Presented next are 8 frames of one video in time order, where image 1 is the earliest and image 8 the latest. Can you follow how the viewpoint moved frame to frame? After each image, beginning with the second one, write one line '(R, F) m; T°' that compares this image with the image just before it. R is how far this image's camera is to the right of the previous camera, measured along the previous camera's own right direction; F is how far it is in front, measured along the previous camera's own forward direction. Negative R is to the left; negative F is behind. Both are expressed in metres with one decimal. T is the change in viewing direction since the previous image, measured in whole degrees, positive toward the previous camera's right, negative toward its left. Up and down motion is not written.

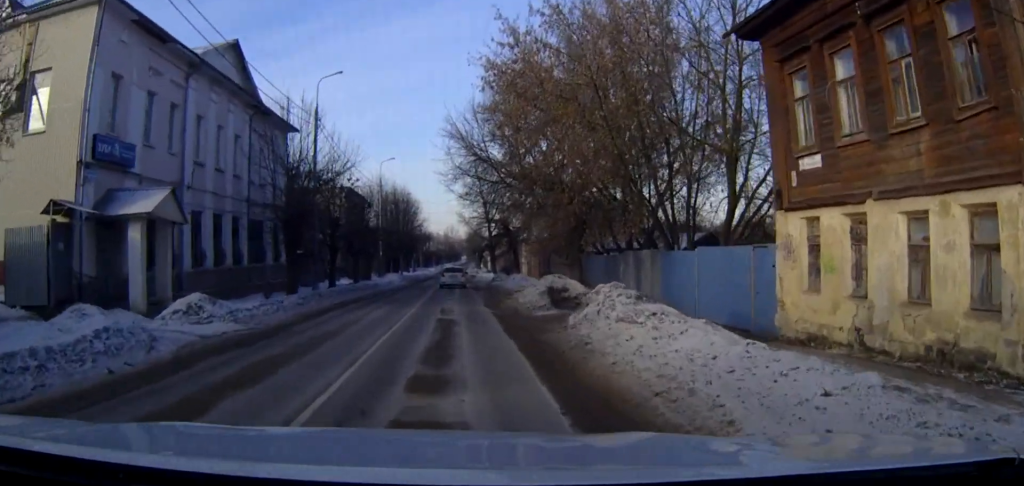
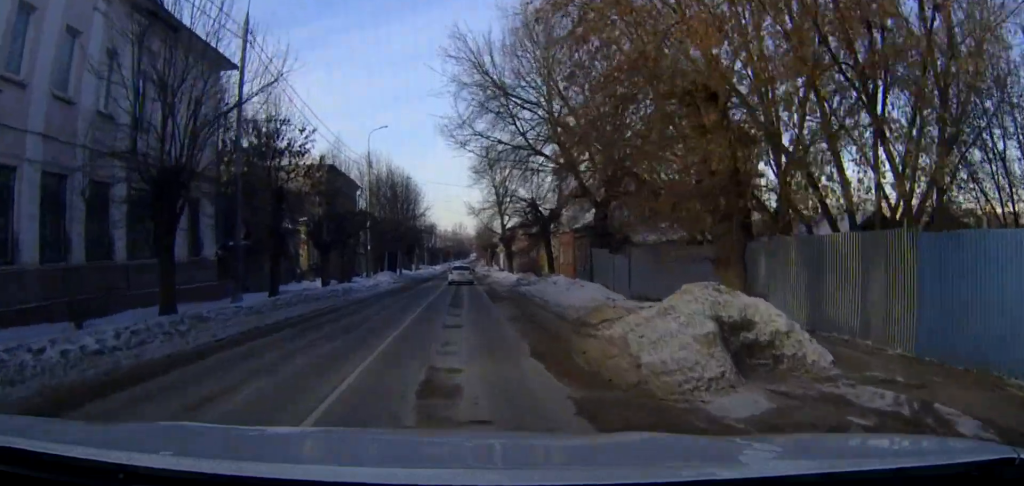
(-0.1, +15.0) m; -1°
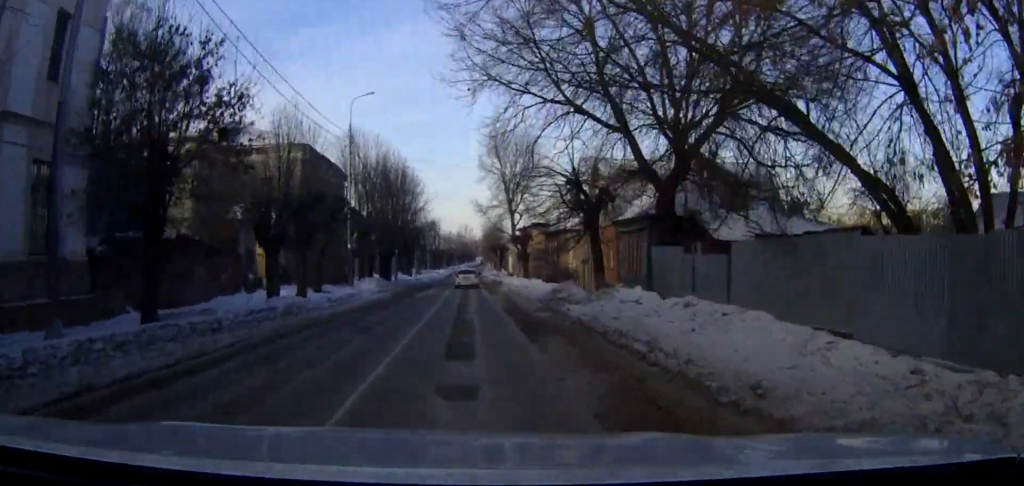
(-0.1, +12.0) m; 0°
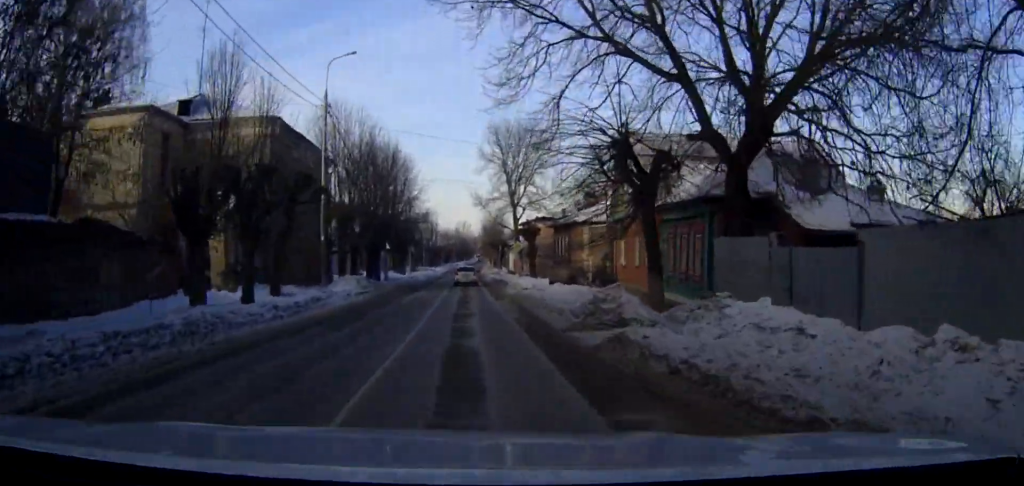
(0.0, +7.7) m; 0°
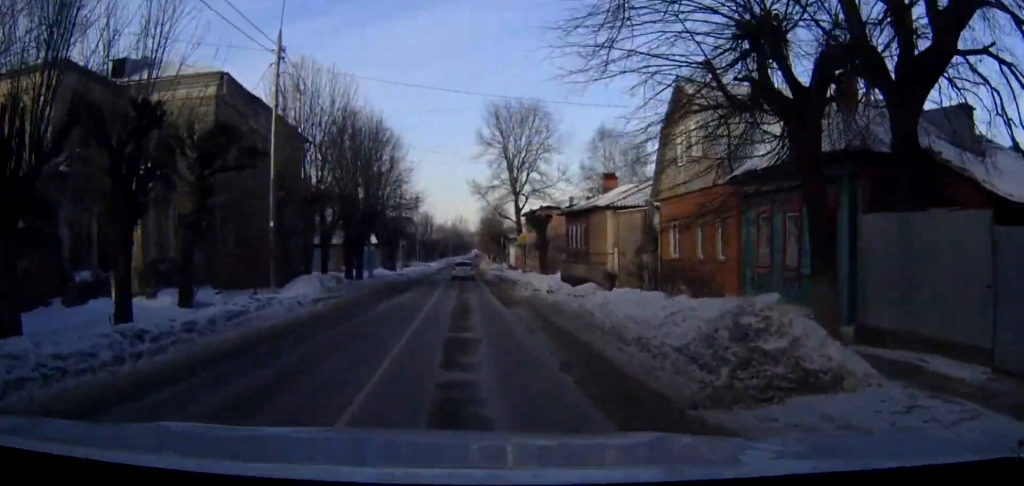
(+0.1, +8.8) m; 0°
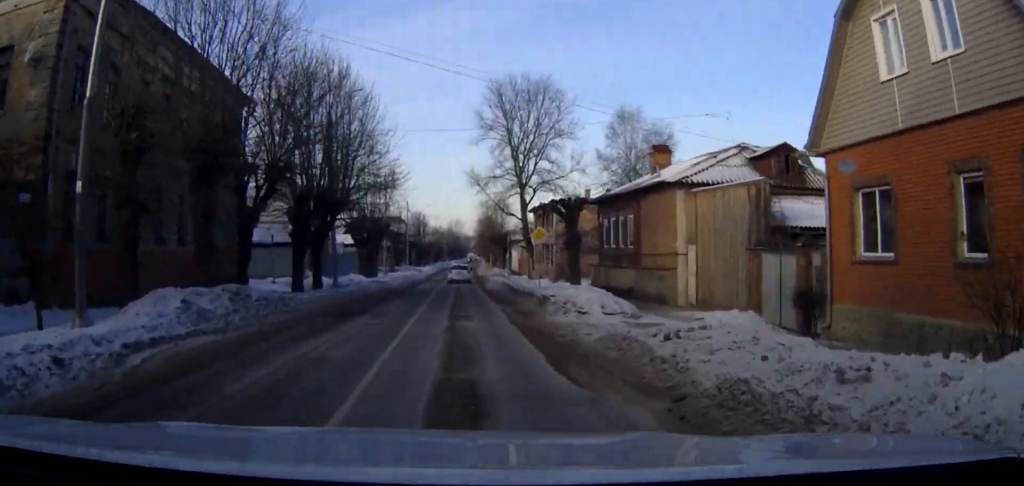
(0.0, +13.4) m; 0°
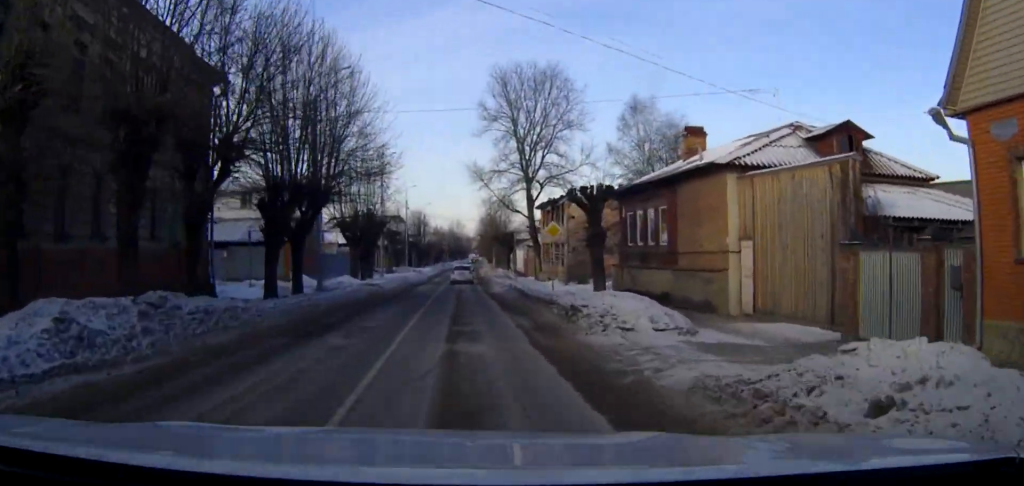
(0.0, +4.9) m; 0°
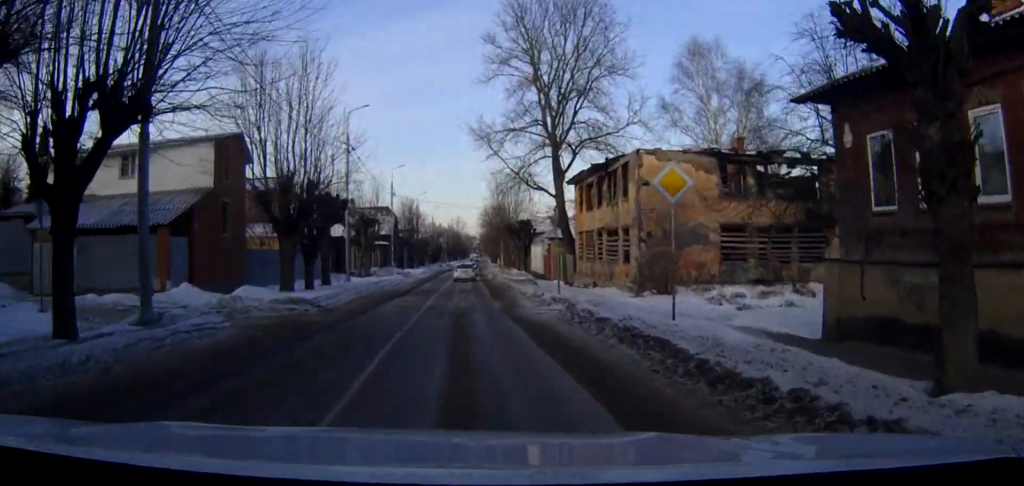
(0.0, +20.2) m; 0°
